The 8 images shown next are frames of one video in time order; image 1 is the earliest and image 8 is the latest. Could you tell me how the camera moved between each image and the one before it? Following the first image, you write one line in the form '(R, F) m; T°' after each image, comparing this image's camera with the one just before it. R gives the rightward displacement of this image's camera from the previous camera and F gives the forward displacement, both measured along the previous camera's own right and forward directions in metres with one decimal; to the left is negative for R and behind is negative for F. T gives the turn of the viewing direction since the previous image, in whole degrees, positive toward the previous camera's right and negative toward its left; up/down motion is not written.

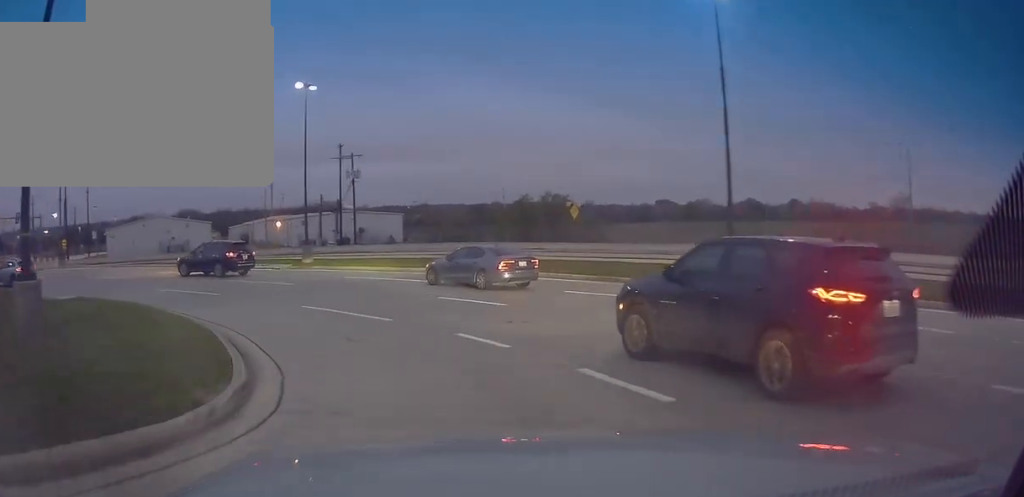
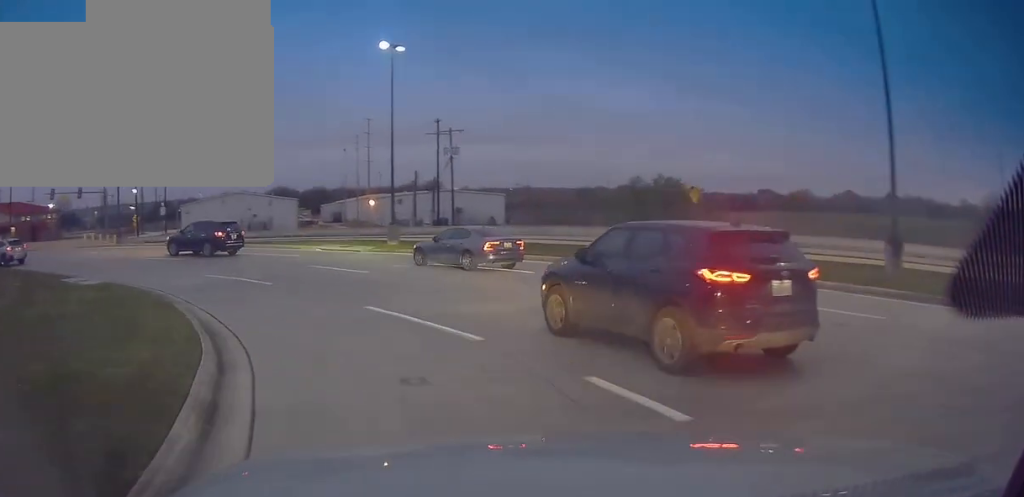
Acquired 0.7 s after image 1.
(-0.2, +5.3) m; -8°
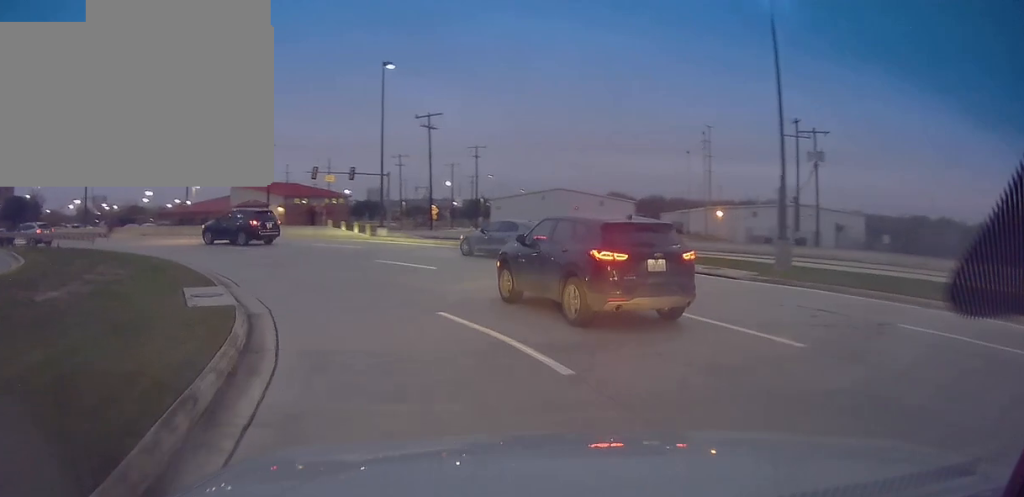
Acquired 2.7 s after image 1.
(-3.5, +12.7) m; -29°
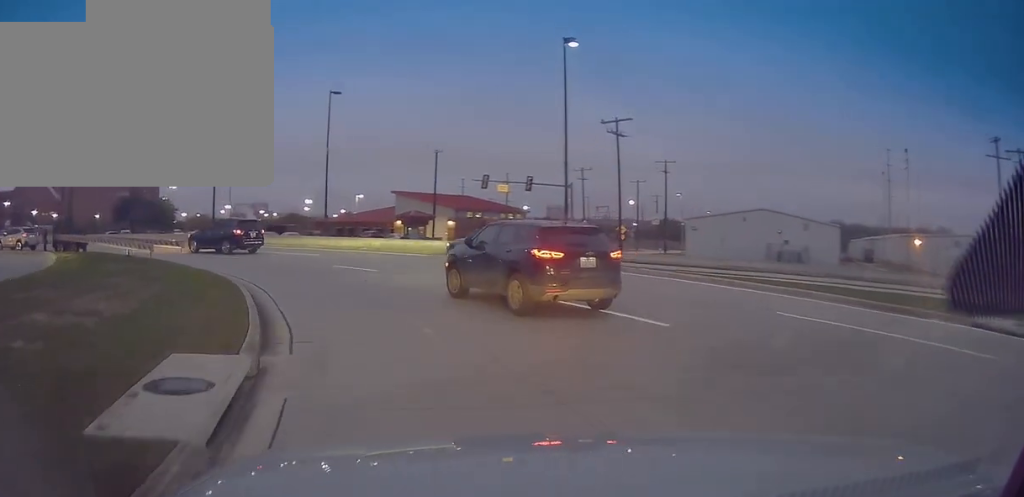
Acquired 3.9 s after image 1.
(-0.8, +8.5) m; -15°
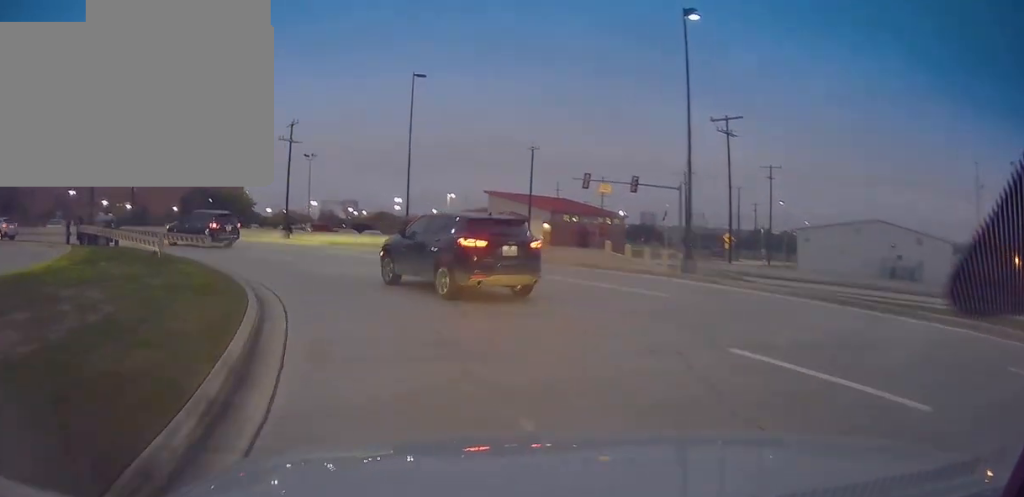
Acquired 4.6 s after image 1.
(-0.5, +5.2) m; -12°
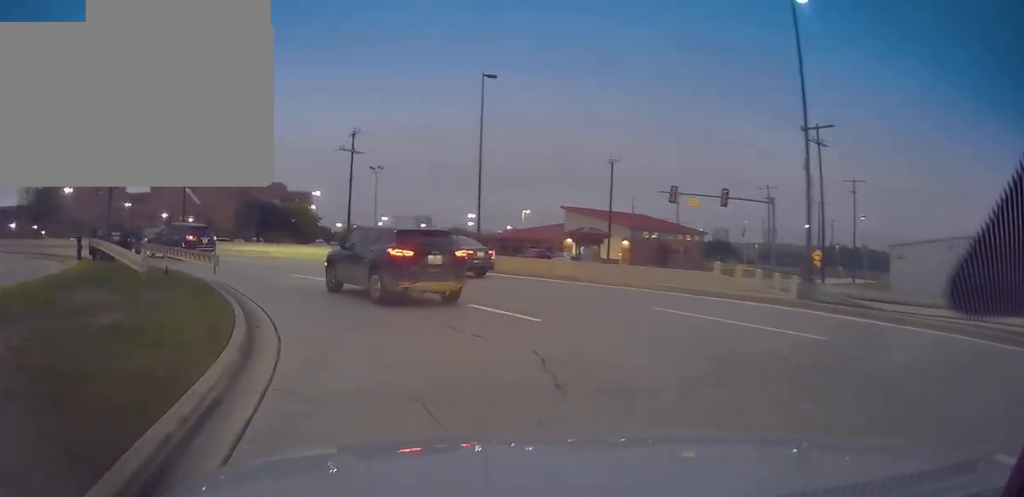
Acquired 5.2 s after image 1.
(-0.2, +4.5) m; -10°
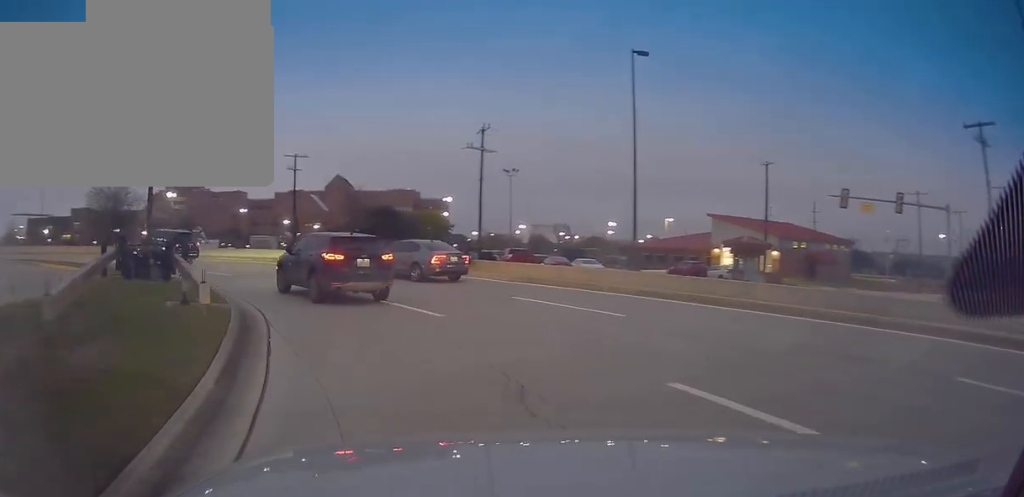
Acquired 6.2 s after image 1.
(-1.1, +7.0) m; -14°
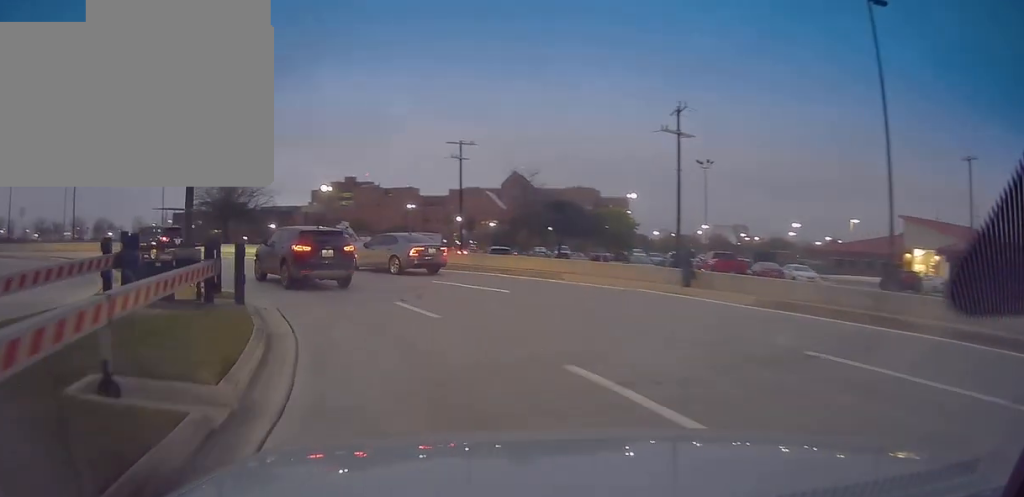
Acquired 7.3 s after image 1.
(-1.0, +8.8) m; -8°
